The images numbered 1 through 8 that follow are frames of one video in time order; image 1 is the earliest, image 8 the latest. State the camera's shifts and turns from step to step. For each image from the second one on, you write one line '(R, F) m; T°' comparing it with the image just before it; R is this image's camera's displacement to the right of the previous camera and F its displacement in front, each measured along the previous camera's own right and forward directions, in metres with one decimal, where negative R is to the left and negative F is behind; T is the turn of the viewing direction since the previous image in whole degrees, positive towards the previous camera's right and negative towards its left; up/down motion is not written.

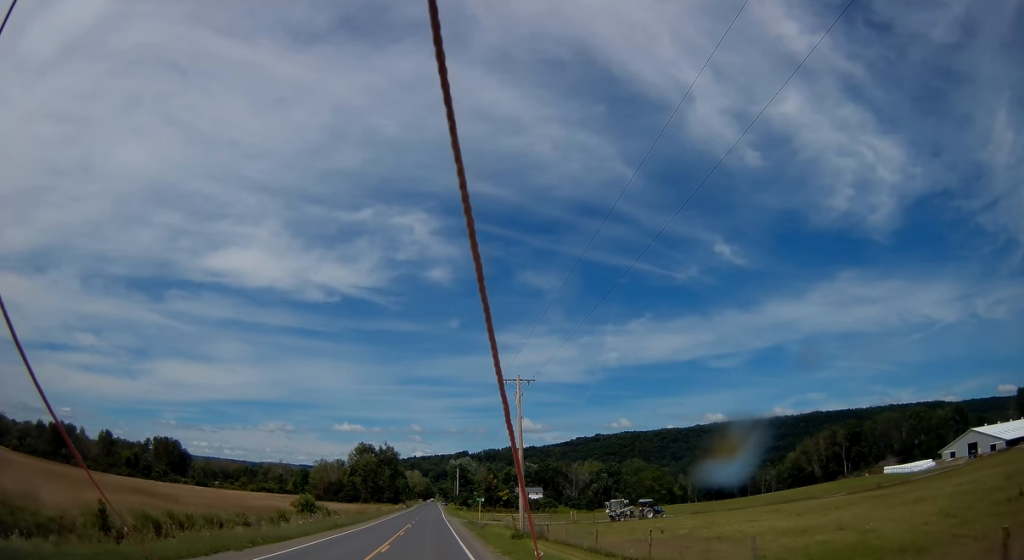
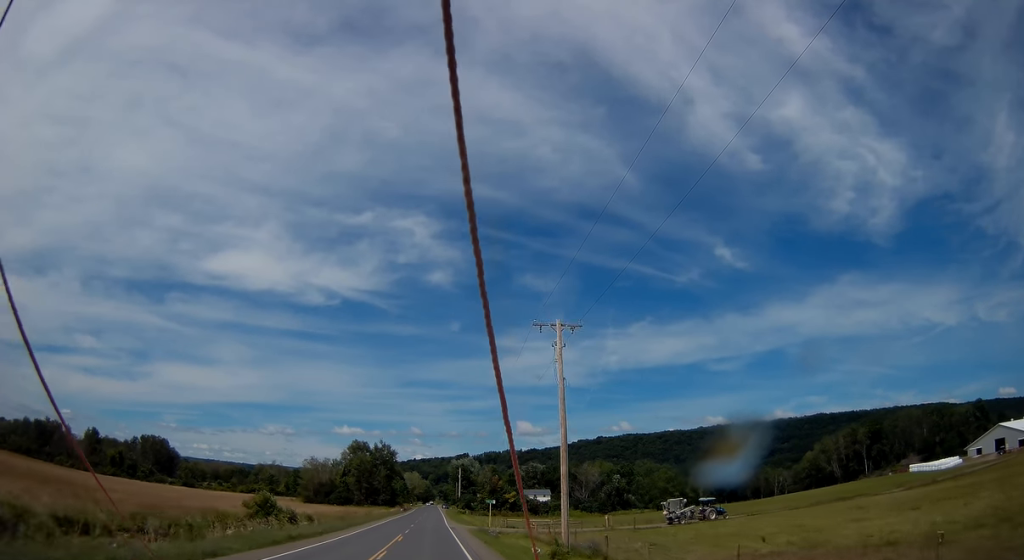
(0.0, +14.2) m; -1°
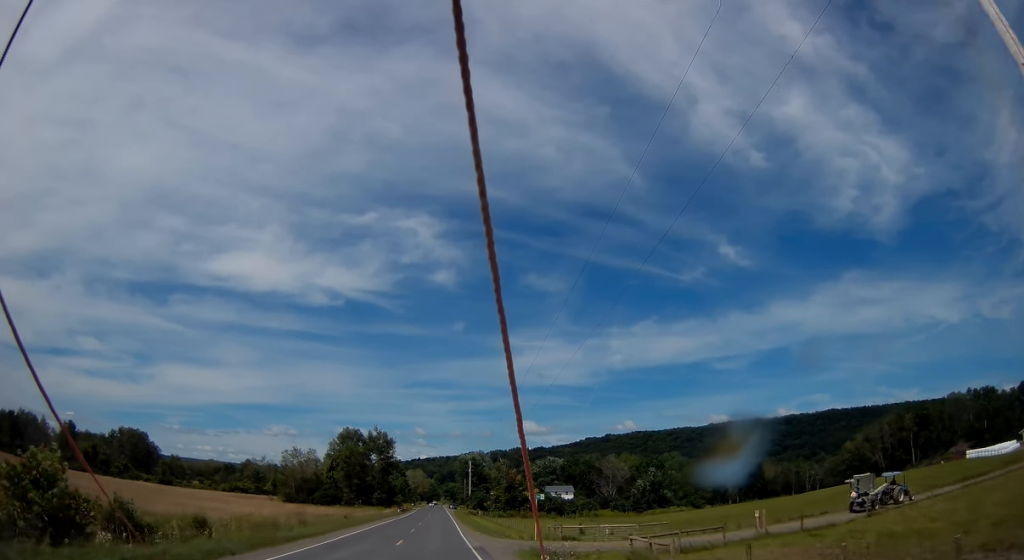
(-0.2, +26.0) m; 0°
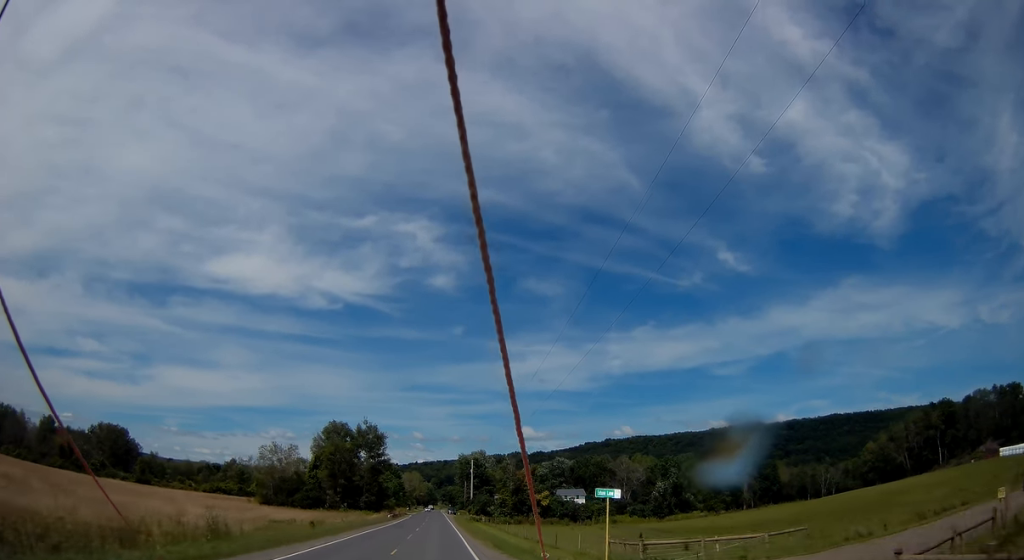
(+0.2, +15.9) m; 0°
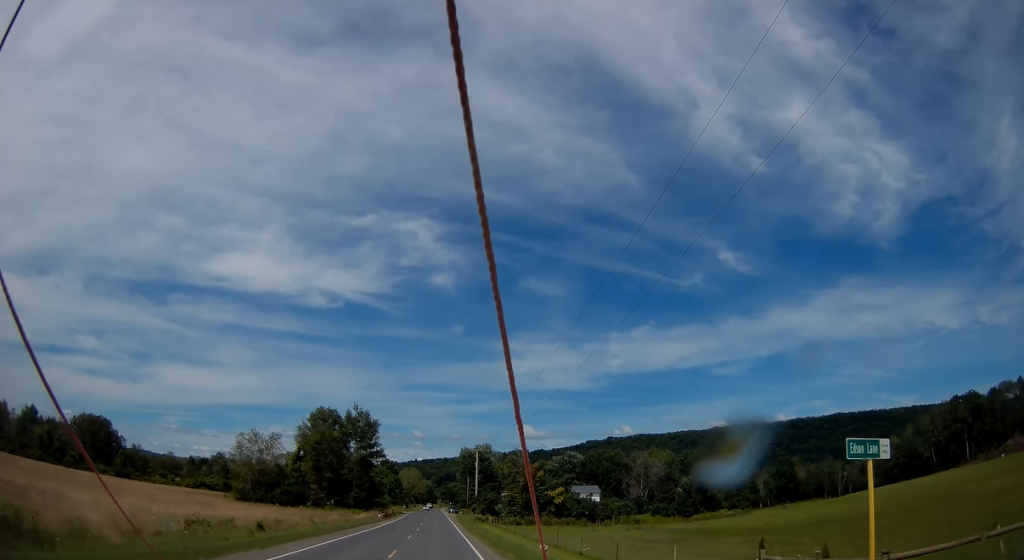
(-0.4, +14.1) m; 0°
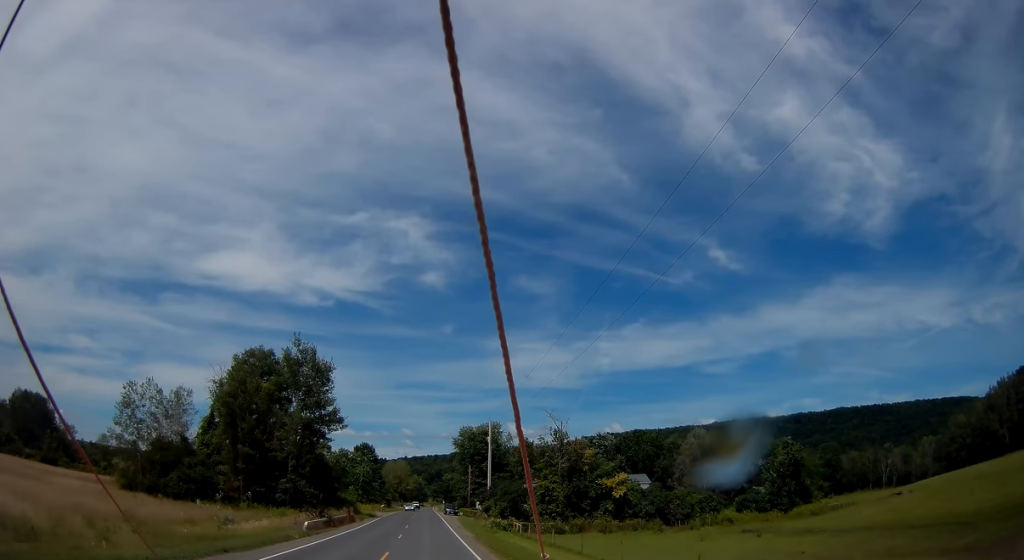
(+0.9, +38.7) m; 0°
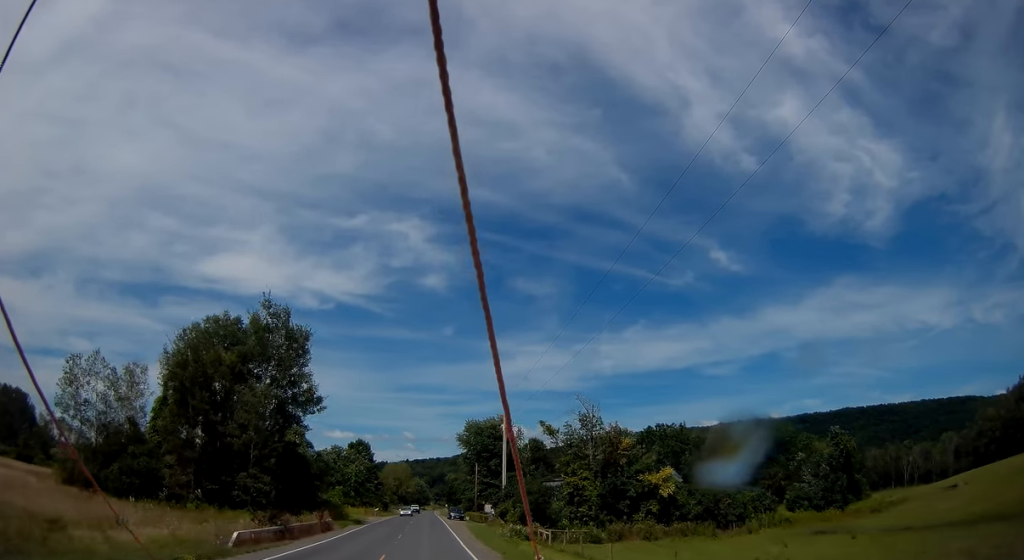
(-0.2, +12.8) m; 0°
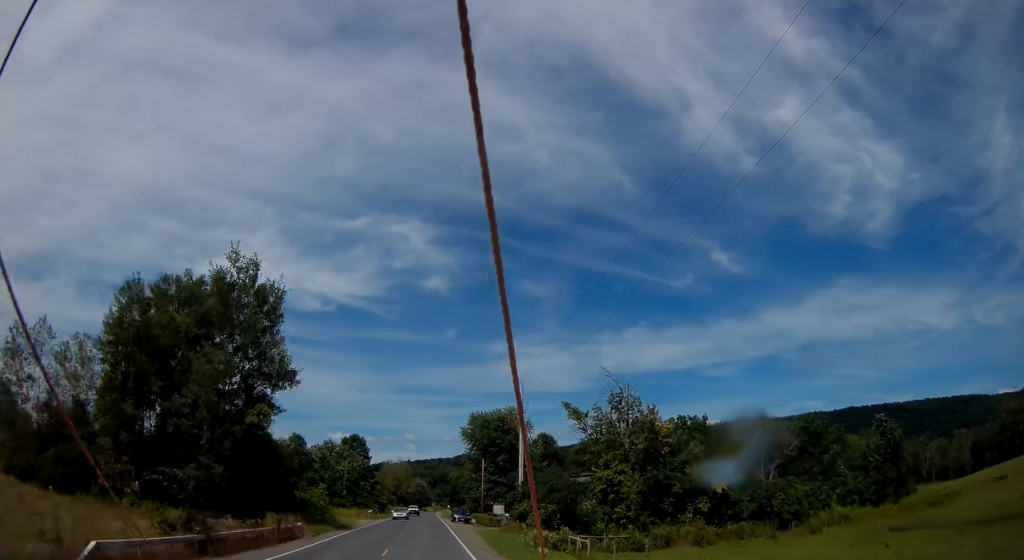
(-0.3, +10.1) m; 0°
